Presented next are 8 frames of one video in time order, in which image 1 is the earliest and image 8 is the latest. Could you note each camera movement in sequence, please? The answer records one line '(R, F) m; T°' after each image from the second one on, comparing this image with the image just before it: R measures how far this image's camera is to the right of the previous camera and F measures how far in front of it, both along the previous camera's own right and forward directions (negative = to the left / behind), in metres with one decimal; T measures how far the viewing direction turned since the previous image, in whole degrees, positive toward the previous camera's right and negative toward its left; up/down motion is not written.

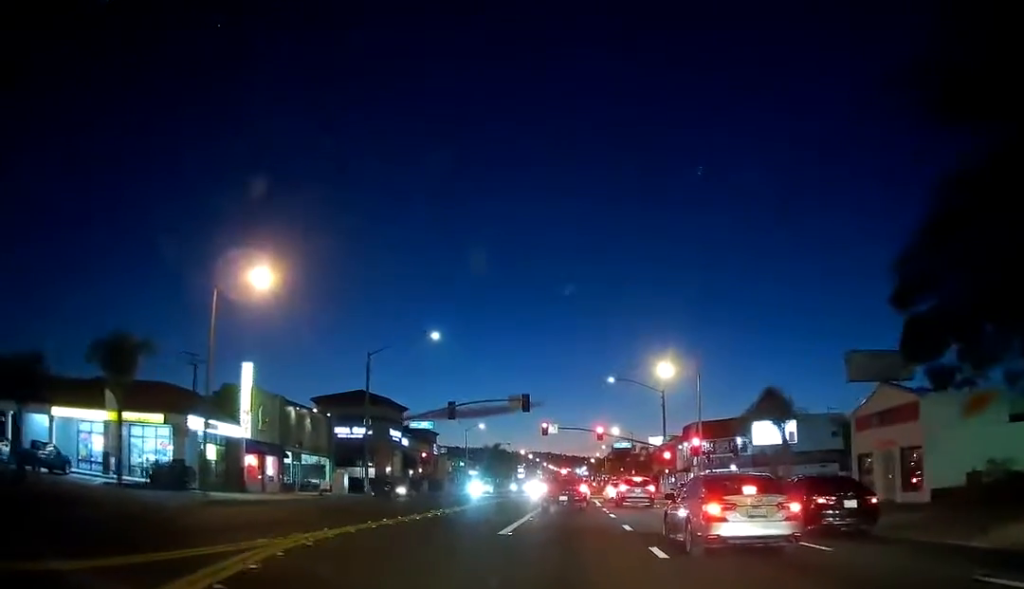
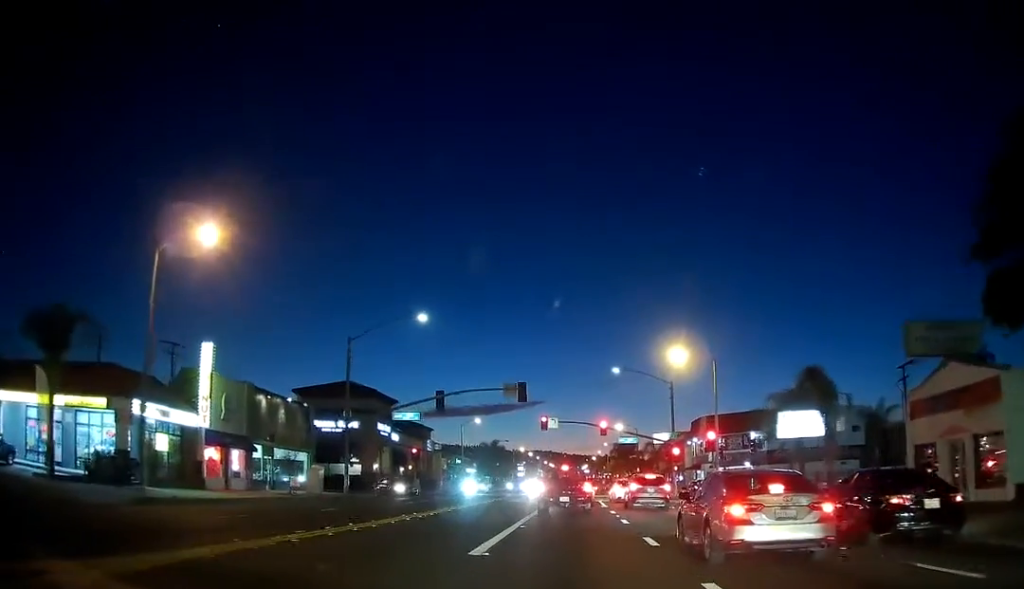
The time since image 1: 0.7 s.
(0.0, +5.9) m; 0°
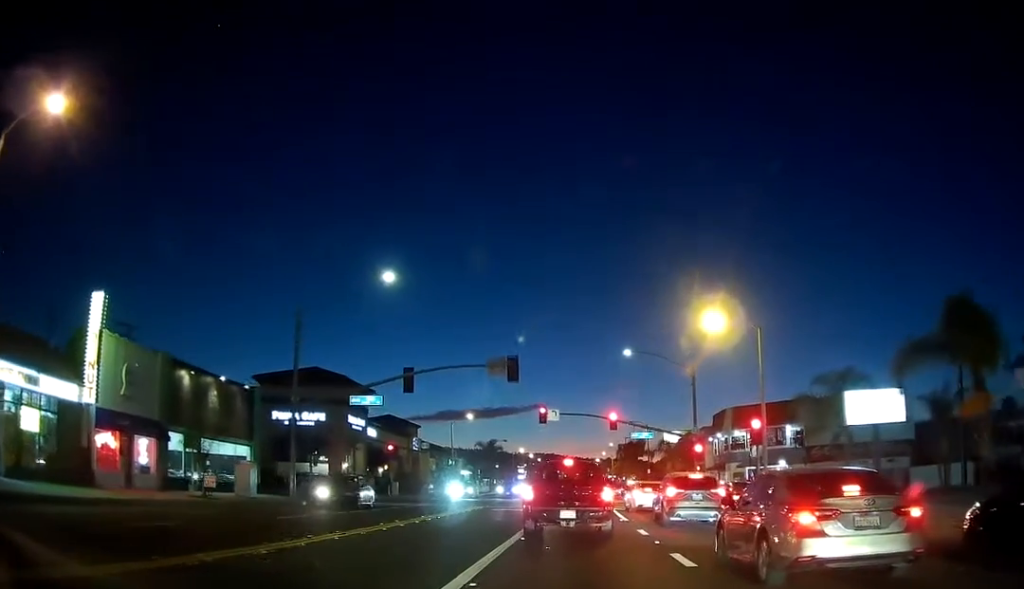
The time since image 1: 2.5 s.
(0.0, +12.7) m; 0°
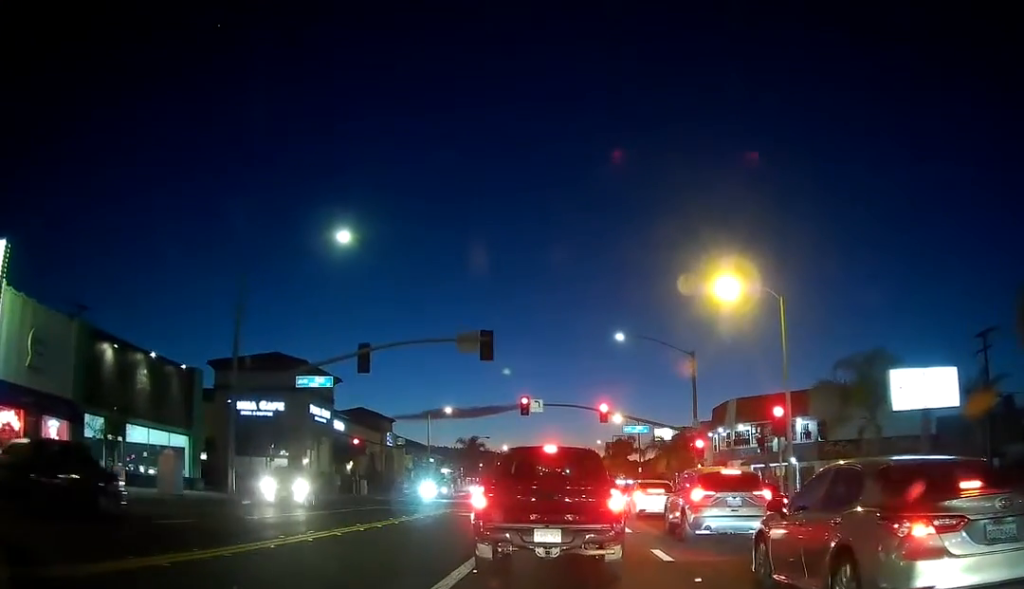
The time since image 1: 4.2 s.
(0.0, +7.7) m; 0°
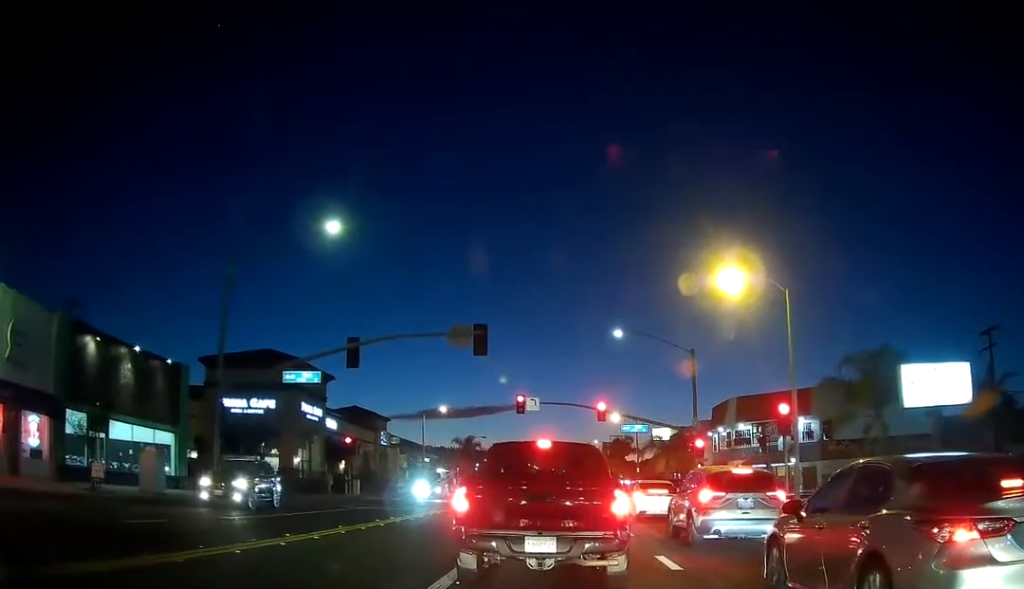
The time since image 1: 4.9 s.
(0.0, +1.9) m; -4°
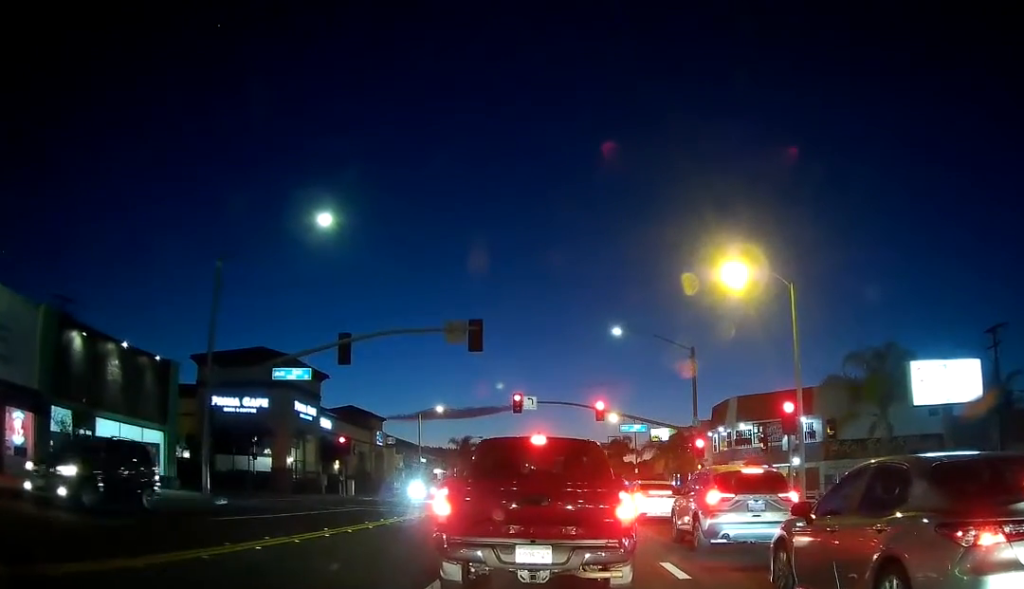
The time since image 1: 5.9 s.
(-0.2, +1.6) m; -2°
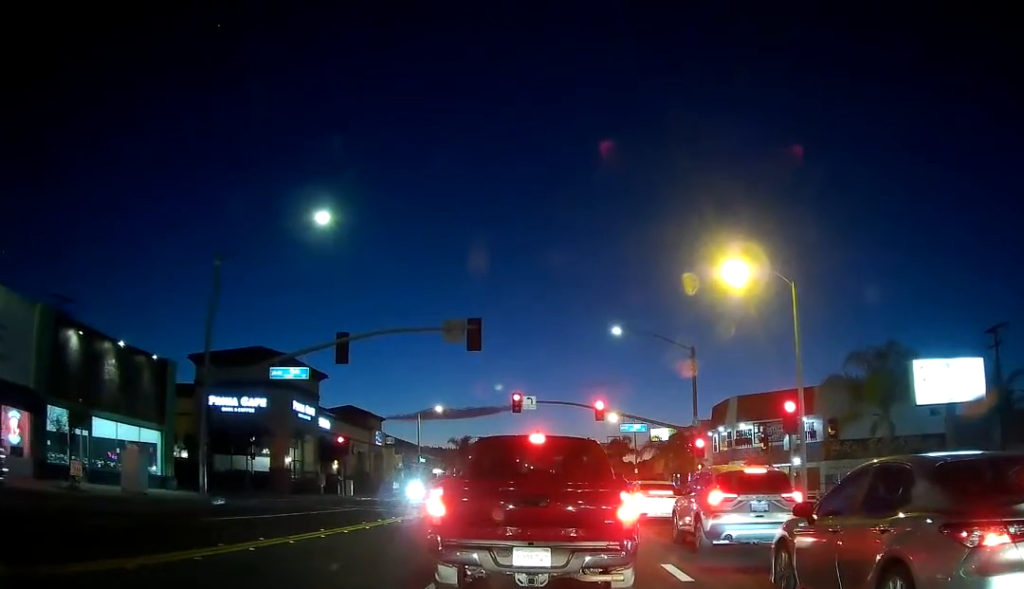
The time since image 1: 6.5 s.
(-0.1, +0.4) m; 0°
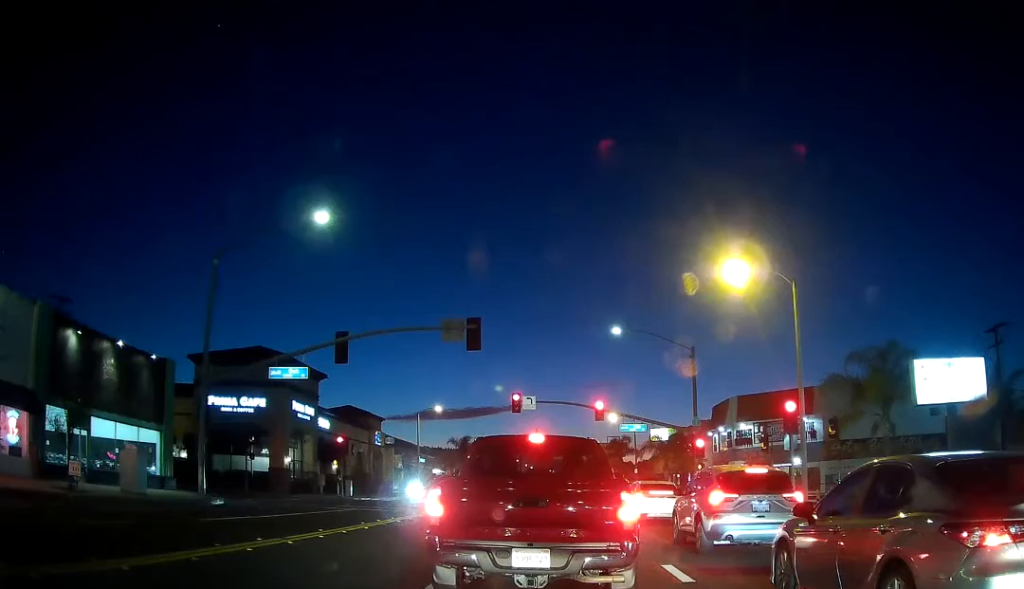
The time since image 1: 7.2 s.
(0.0, 0.0) m; 0°
